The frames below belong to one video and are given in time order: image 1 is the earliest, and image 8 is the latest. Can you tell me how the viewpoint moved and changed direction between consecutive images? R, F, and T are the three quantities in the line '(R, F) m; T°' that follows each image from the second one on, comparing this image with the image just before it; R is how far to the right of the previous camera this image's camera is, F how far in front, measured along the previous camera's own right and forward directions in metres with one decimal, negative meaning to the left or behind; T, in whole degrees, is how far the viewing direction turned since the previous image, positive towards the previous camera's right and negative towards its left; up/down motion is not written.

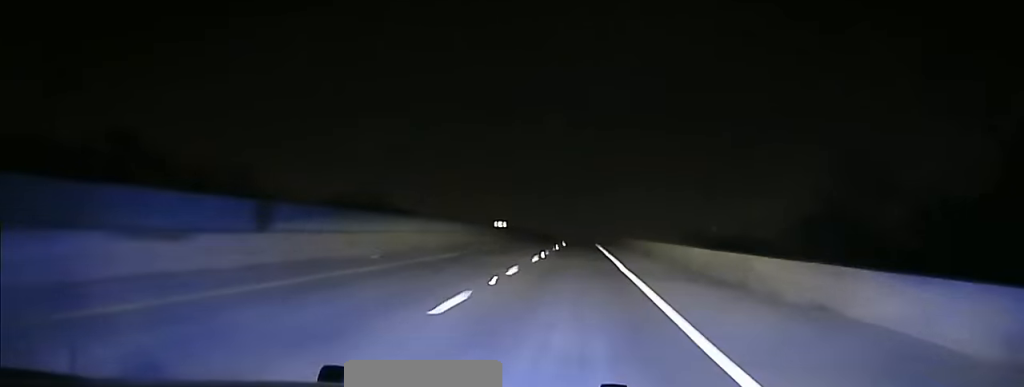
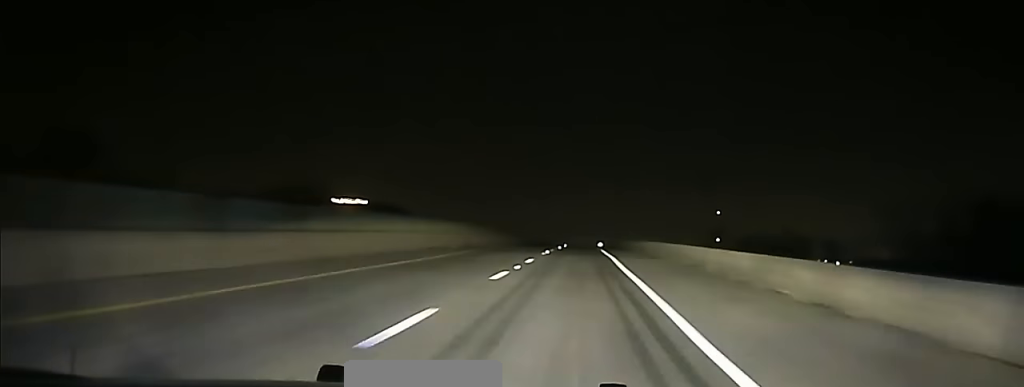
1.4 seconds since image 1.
(-0.2, +65.3) m; 0°
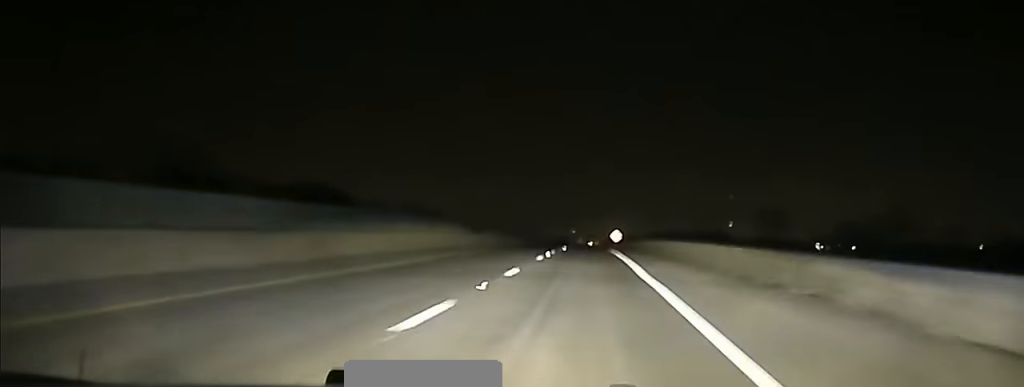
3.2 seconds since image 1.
(+0.8, +84.8) m; 0°
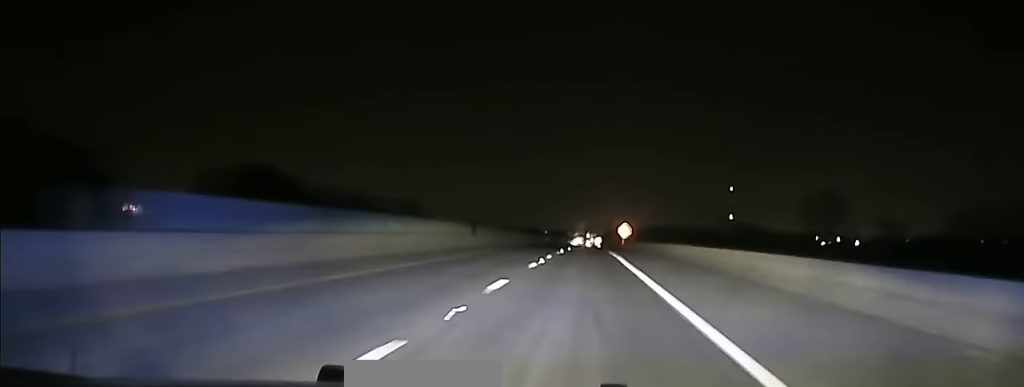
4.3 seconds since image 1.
(-0.6, +51.7) m; 0°
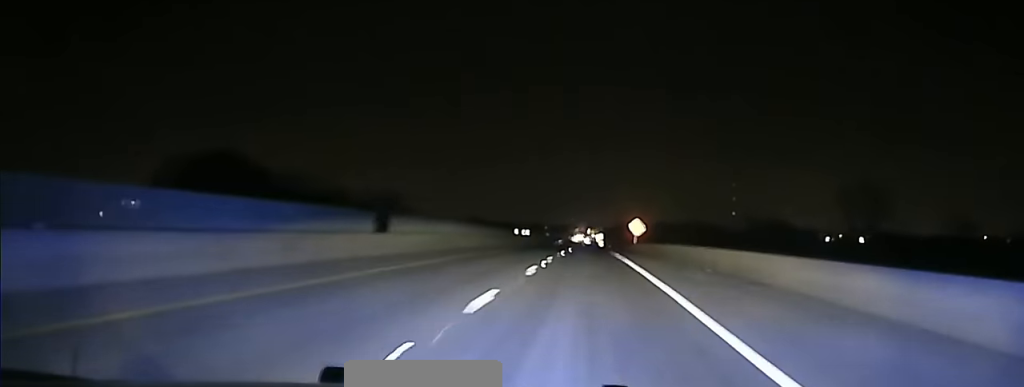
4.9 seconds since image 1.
(+0.2, +30.2) m; +1°
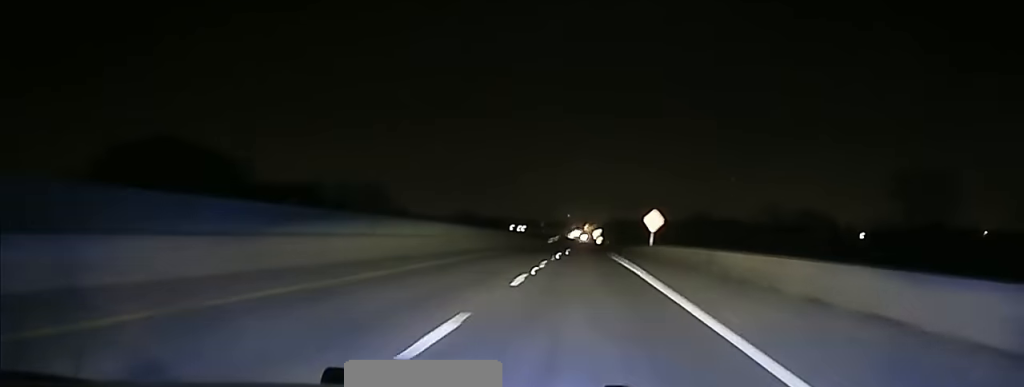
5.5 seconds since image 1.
(+0.2, +27.4) m; 0°
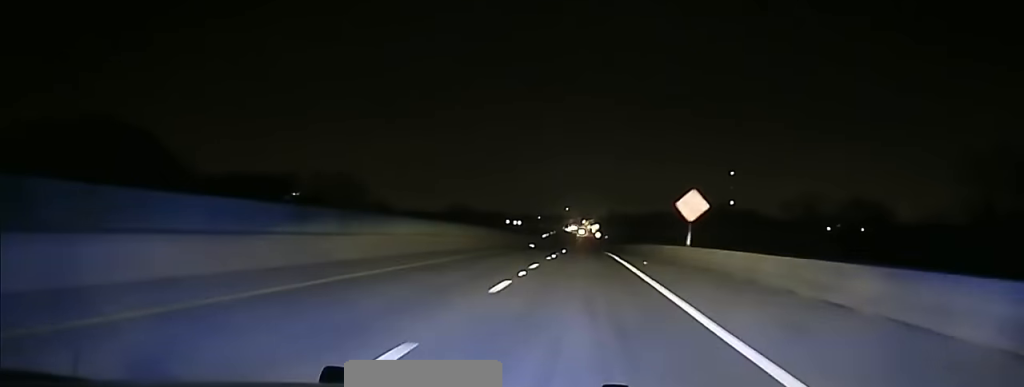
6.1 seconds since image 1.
(+0.1, +29.1) m; 0°
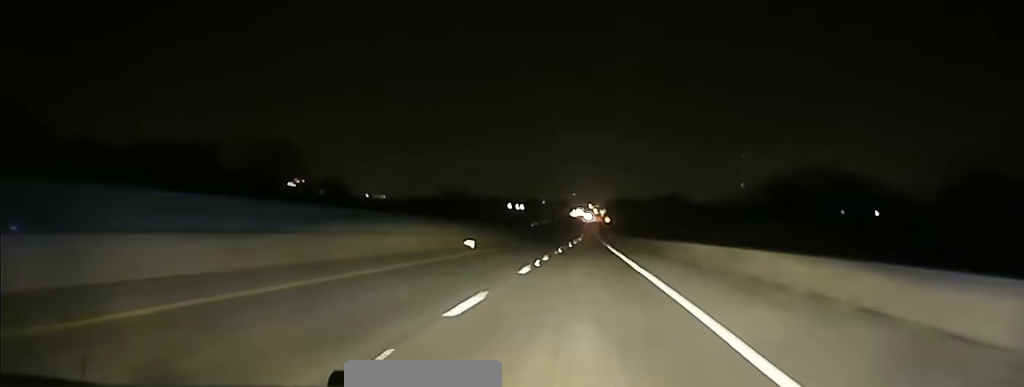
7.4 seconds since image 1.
(-0.3, +63.8) m; -1°
